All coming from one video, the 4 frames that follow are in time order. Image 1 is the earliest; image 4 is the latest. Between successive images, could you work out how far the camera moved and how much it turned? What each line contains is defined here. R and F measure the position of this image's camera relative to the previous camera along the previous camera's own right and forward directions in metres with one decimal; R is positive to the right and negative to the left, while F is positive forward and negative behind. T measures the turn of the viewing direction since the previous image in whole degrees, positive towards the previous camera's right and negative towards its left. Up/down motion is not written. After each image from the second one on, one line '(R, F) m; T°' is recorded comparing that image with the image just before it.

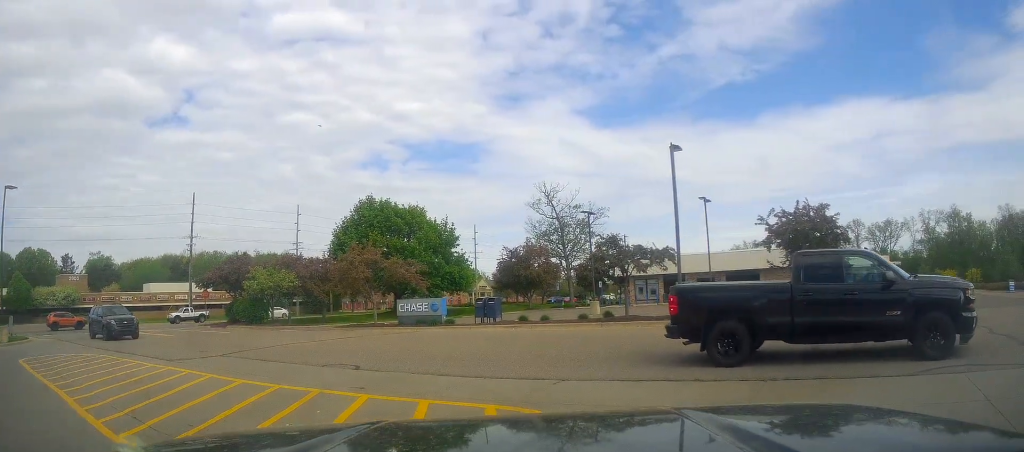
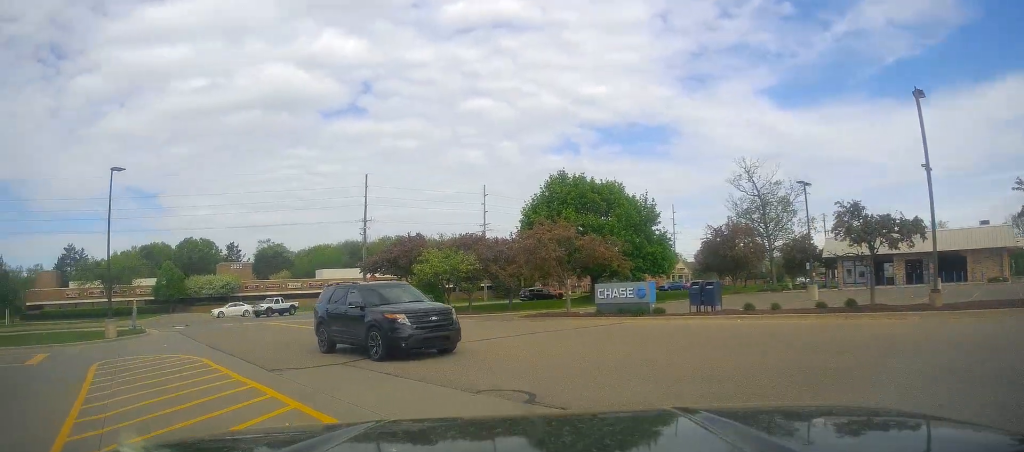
(-0.2, +5.5) m; -29°
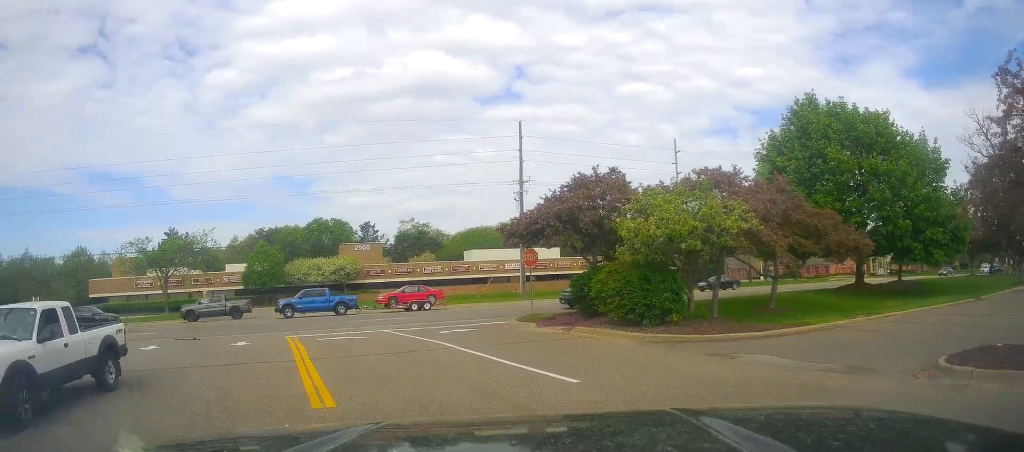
(-3.7, +19.4) m; -6°
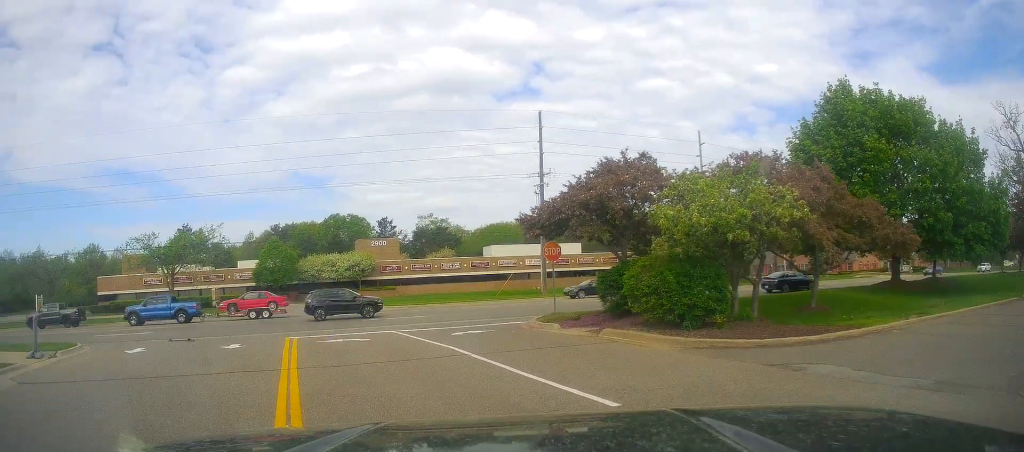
(+0.2, +2.5) m; 0°
